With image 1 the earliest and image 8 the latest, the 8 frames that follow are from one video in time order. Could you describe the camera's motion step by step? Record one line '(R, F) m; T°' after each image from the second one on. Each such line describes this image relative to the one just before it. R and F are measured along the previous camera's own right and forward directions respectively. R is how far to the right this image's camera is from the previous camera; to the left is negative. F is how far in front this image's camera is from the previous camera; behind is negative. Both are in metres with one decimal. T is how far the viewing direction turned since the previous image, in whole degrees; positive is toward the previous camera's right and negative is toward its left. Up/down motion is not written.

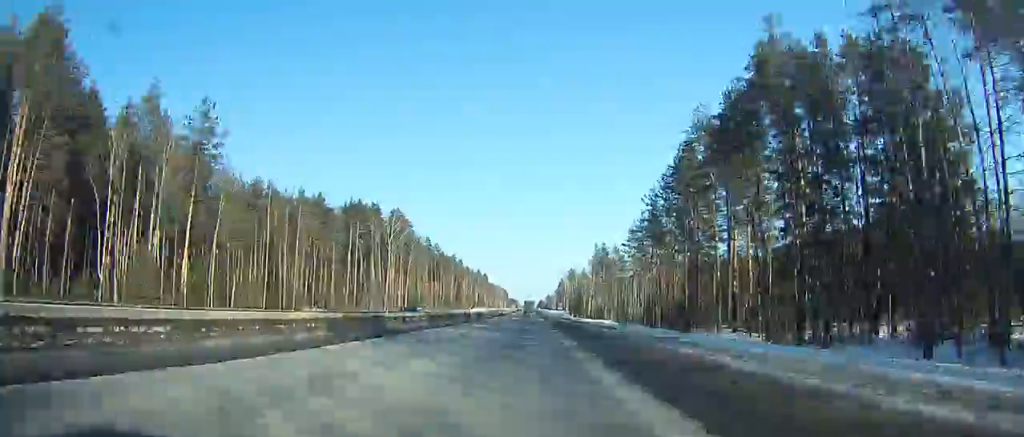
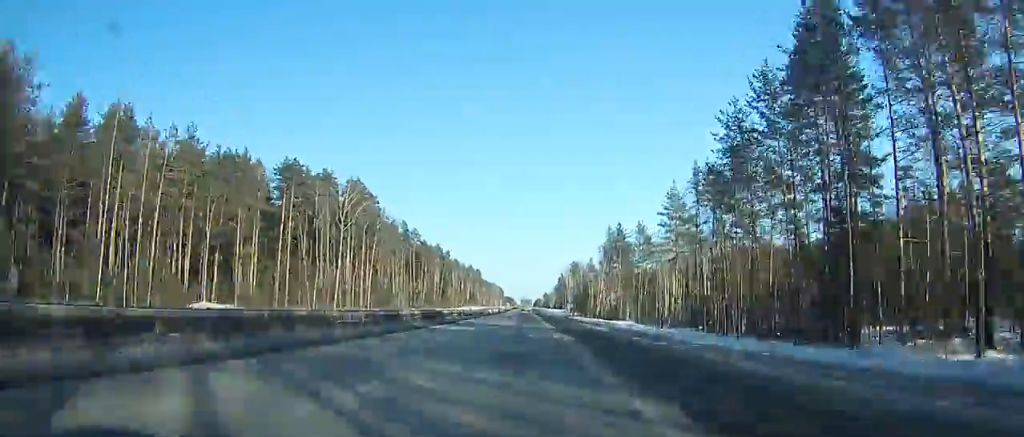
(-0.5, +40.5) m; 0°
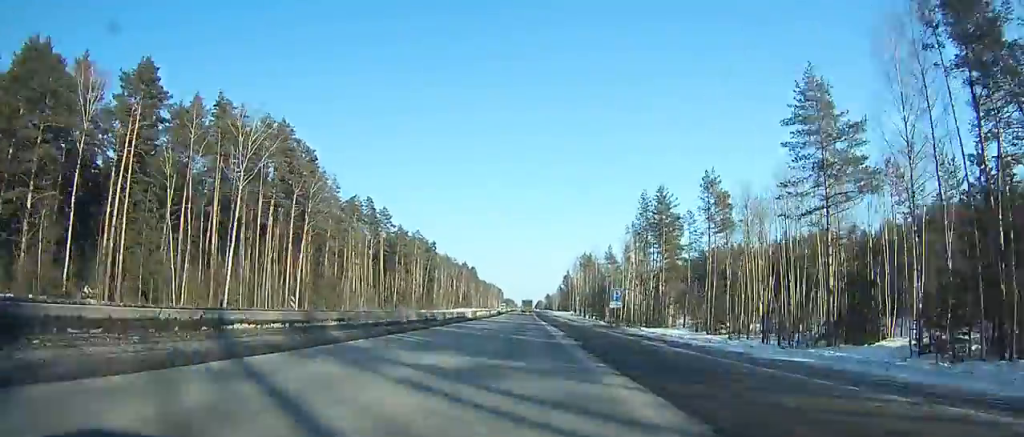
(+0.4, +46.5) m; 0°
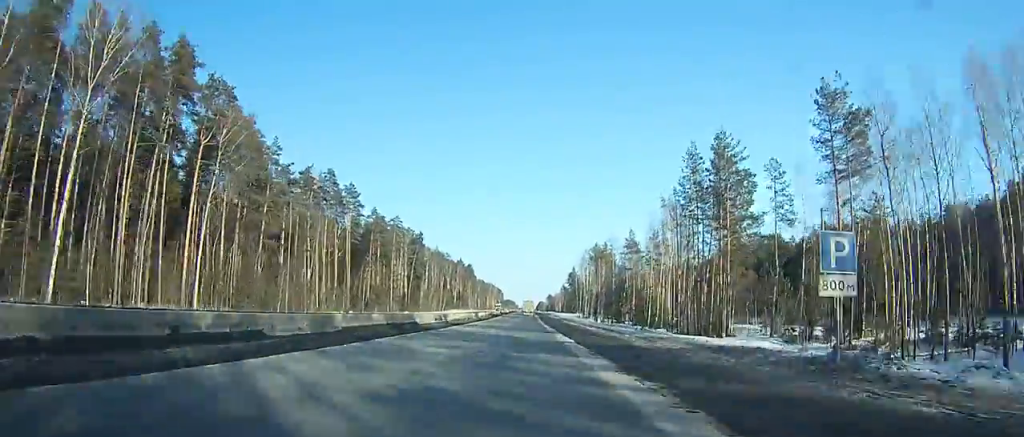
(+0.1, +32.4) m; 0°
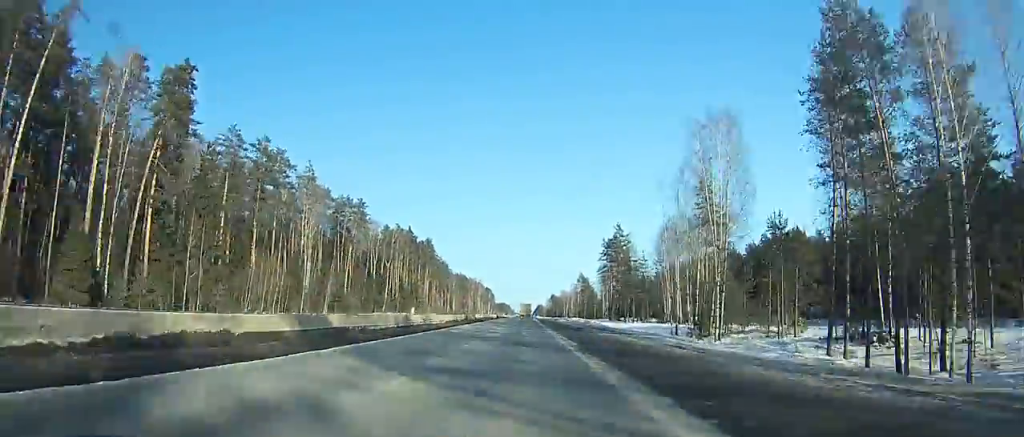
(+0.1, +148.3) m; 0°
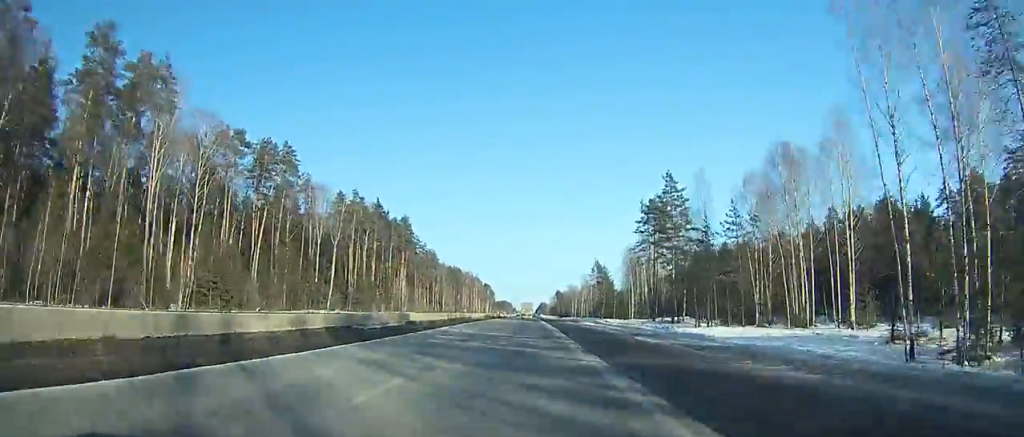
(0.0, +47.9) m; 0°
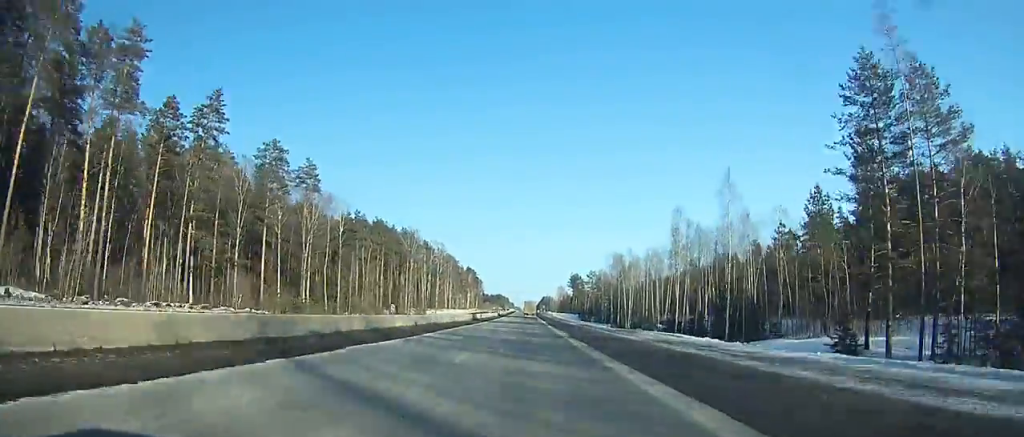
(0.0, +156.6) m; 0°
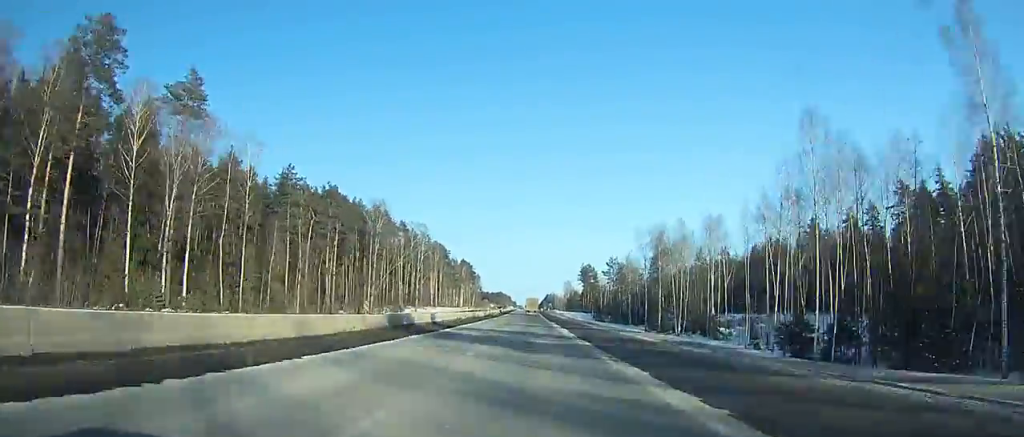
(+0.1, +45.0) m; 0°
